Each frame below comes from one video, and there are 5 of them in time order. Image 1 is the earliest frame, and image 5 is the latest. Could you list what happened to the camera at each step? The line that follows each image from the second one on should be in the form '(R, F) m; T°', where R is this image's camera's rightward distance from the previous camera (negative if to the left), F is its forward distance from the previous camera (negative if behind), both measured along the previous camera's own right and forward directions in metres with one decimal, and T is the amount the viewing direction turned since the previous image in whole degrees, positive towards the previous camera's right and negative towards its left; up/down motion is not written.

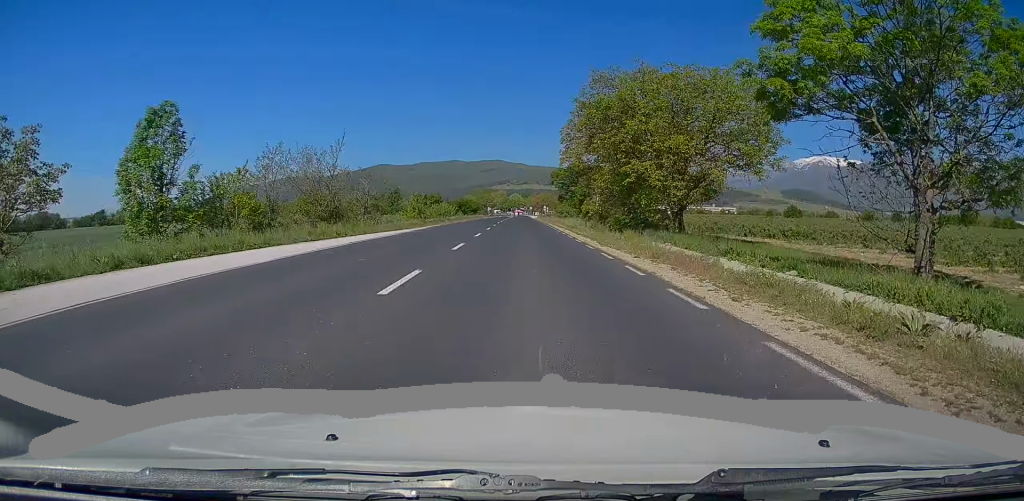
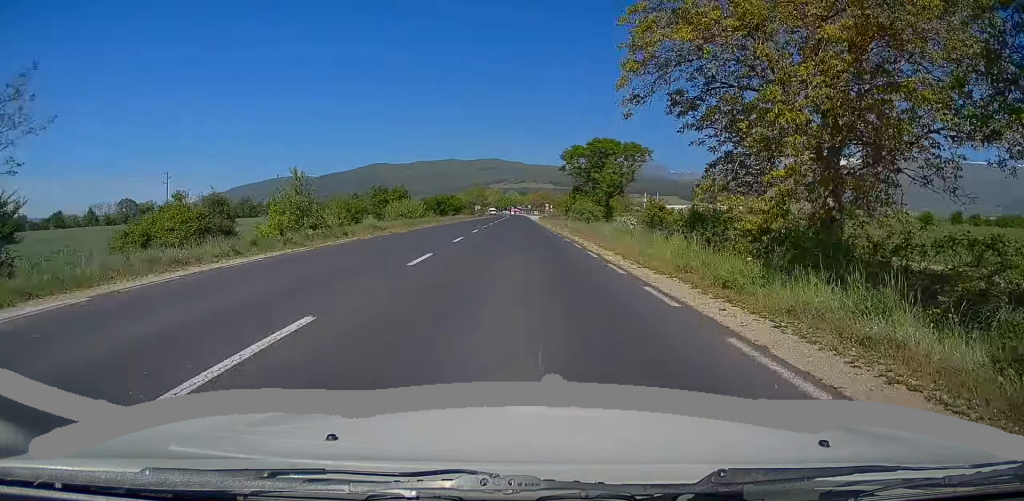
(0.0, +32.3) m; 0°
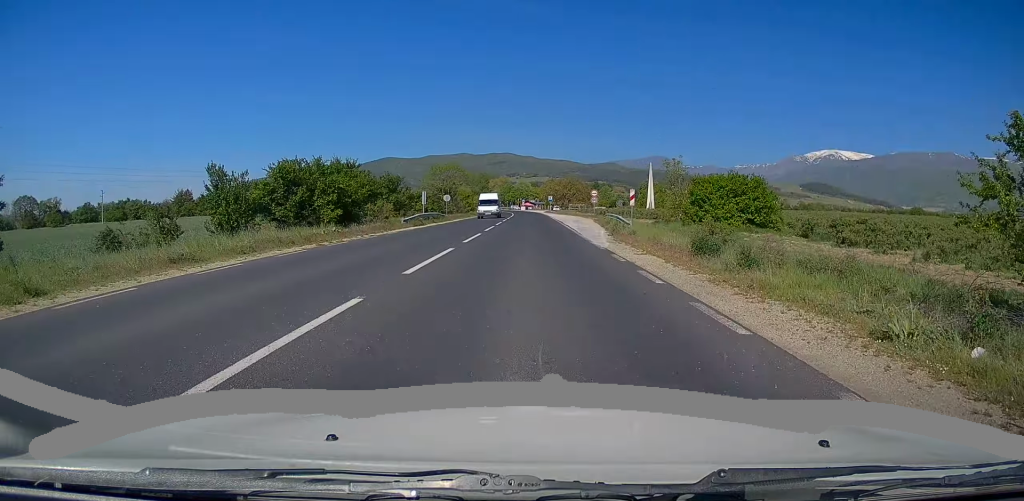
(-0.4, +74.2) m; 0°
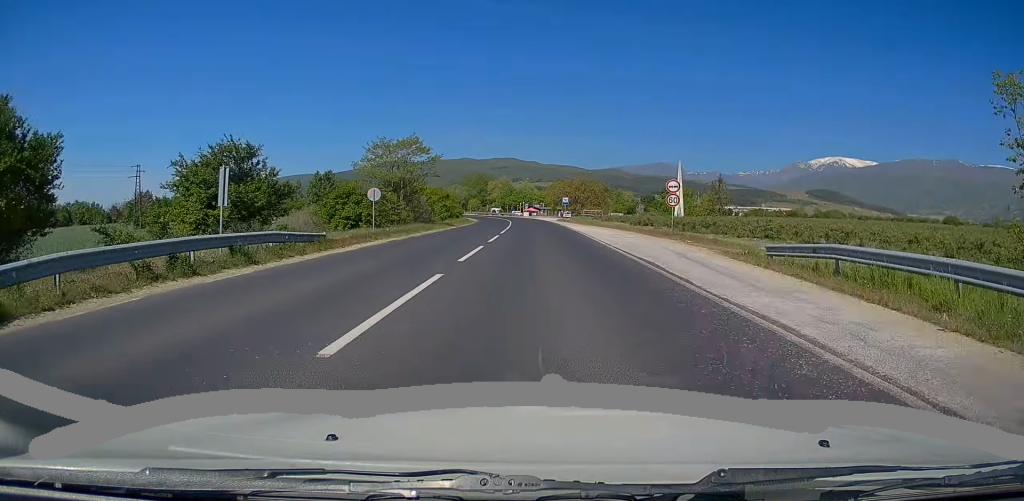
(-0.3, +32.7) m; 0°
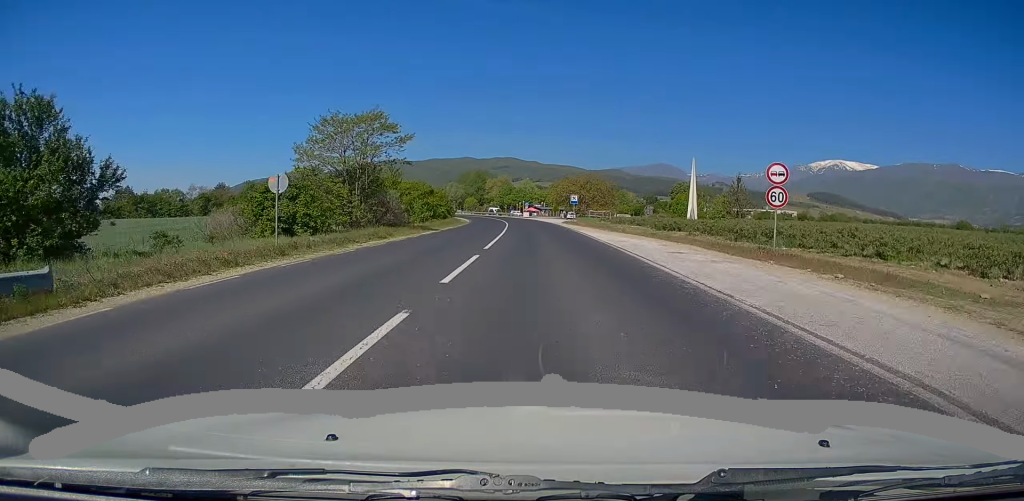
(0.0, +12.8) m; +1°
